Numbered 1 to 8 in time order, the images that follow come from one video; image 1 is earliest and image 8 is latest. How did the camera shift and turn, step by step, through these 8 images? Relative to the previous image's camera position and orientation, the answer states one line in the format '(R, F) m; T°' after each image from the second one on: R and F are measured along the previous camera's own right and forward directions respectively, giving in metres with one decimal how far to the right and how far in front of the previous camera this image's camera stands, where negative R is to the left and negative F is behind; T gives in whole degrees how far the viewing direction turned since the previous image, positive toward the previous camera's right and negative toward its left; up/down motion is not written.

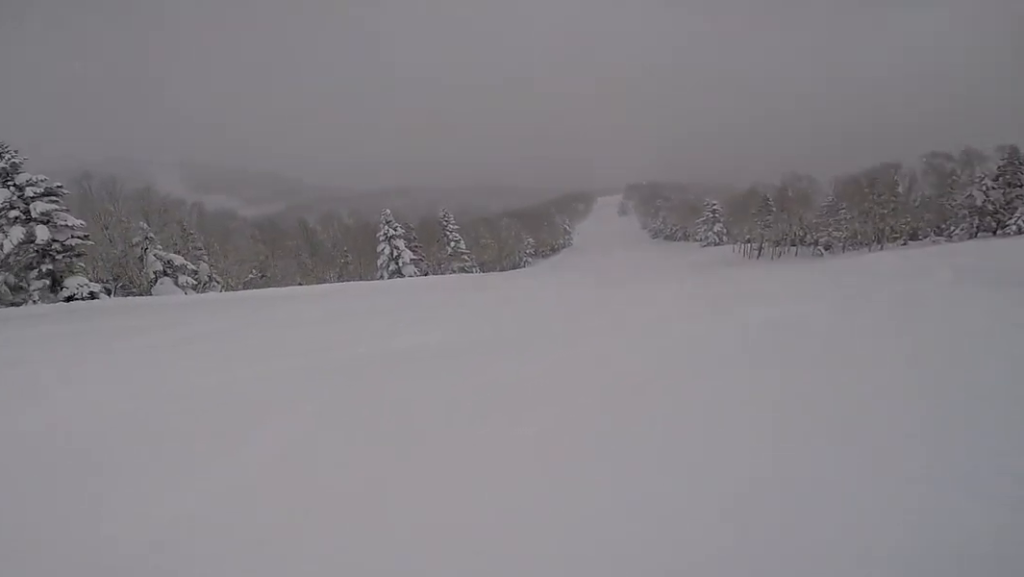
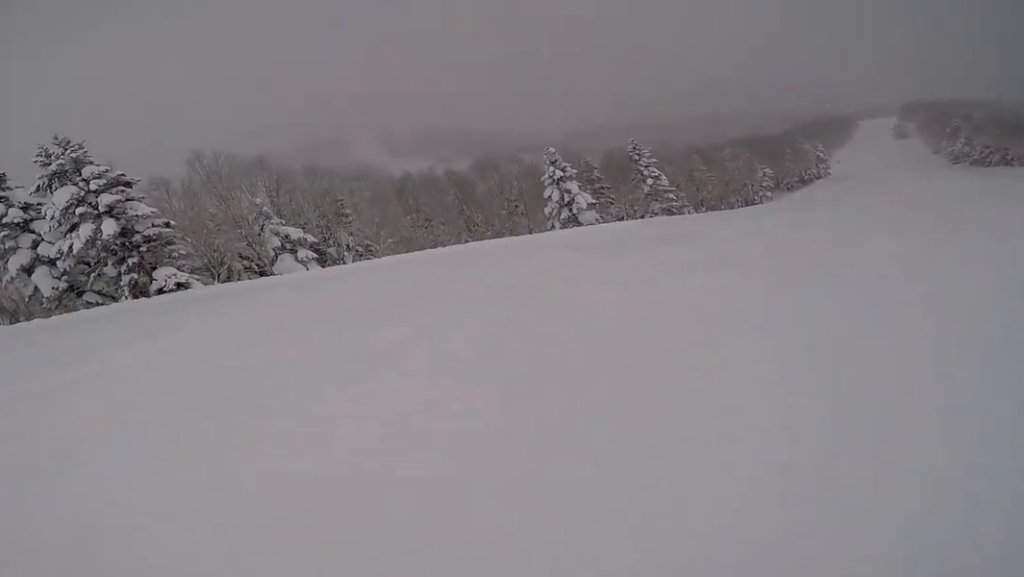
(-0.9, +6.5) m; -13°
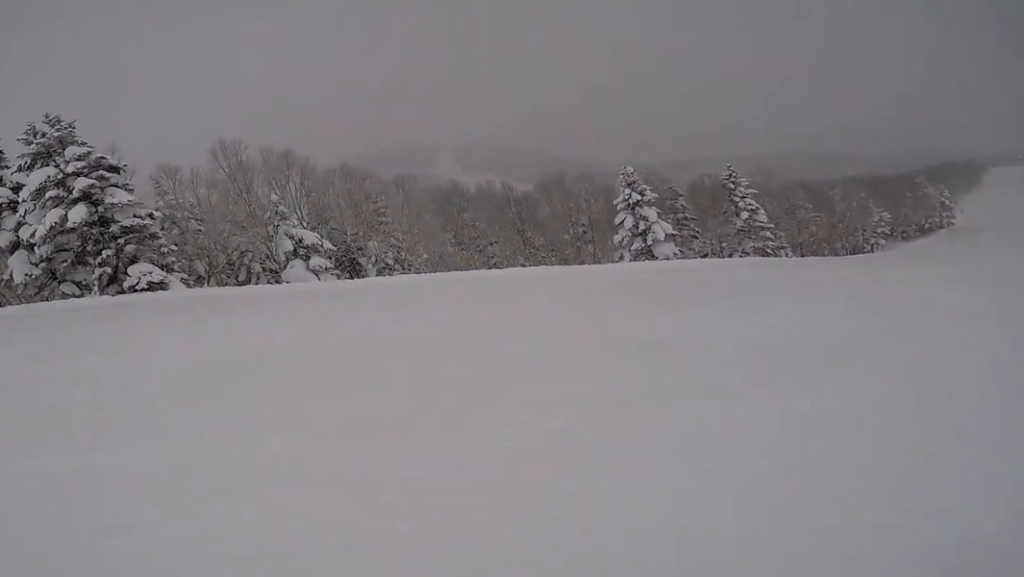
(+0.2, +4.3) m; -8°
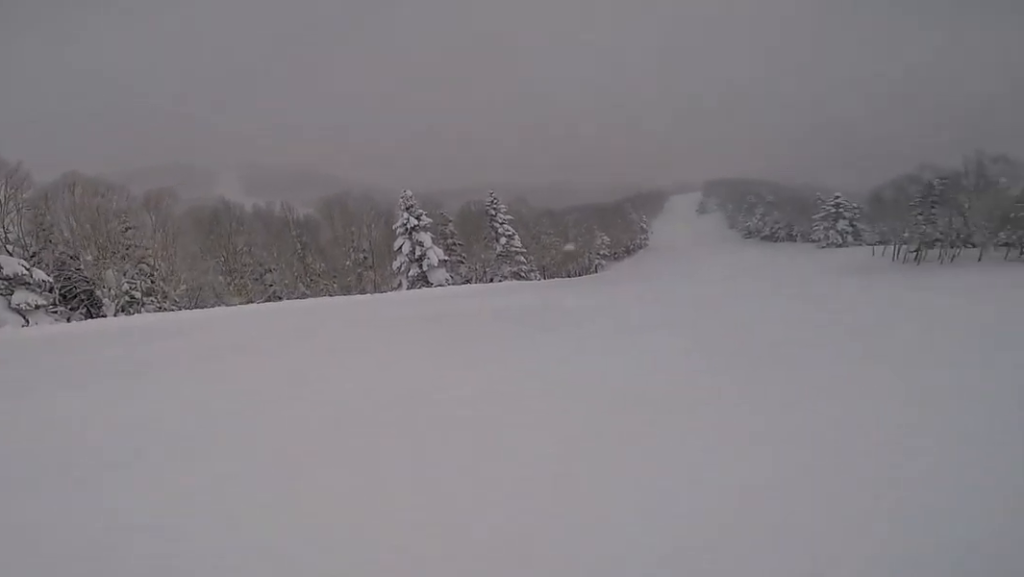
(-0.8, +2.8) m; +9°
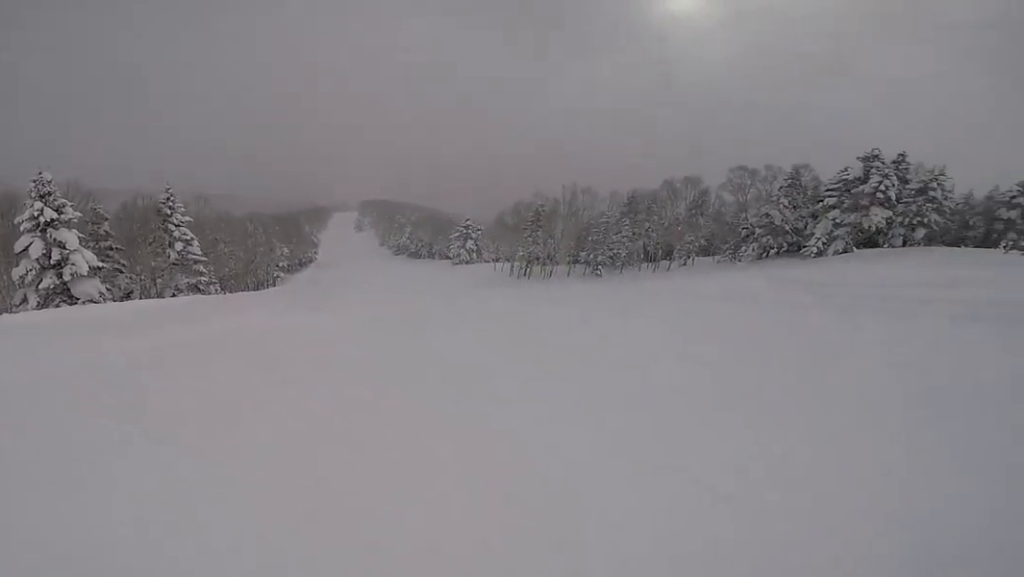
(+0.5, +4.2) m; +28°
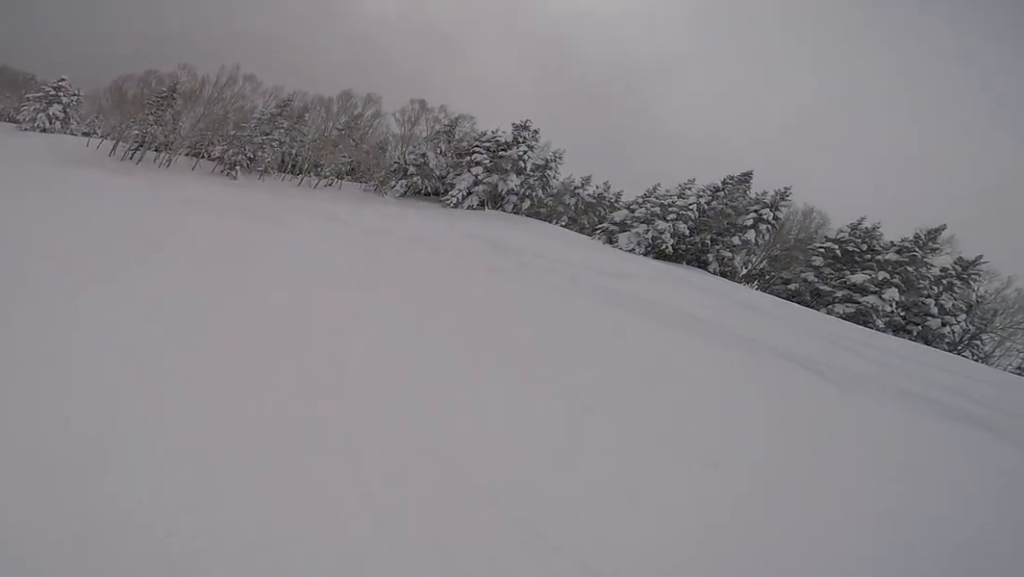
(+6.1, +8.8) m; +41°
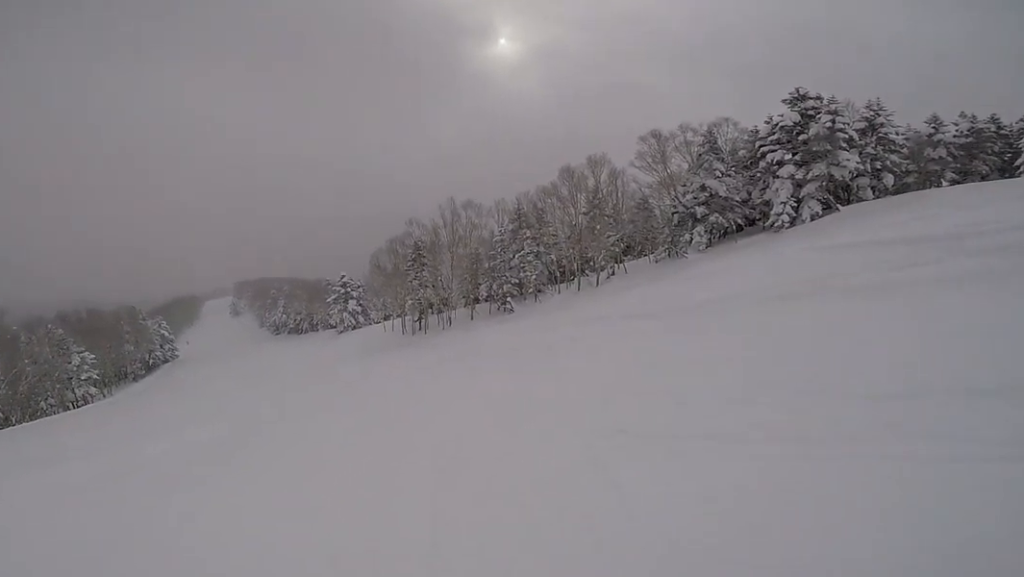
(-1.3, +7.7) m; -25°
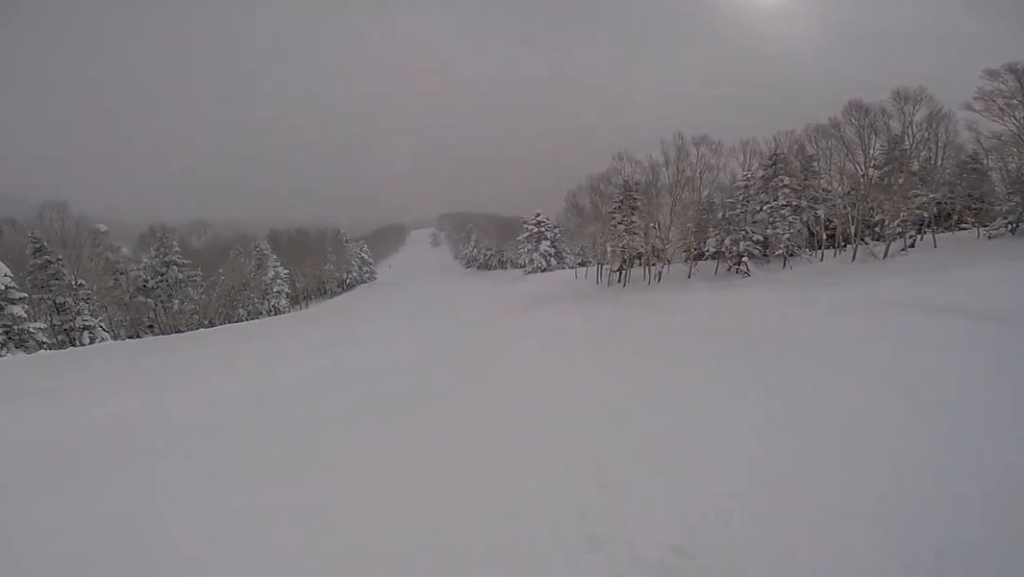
(-1.0, +5.3) m; -19°
